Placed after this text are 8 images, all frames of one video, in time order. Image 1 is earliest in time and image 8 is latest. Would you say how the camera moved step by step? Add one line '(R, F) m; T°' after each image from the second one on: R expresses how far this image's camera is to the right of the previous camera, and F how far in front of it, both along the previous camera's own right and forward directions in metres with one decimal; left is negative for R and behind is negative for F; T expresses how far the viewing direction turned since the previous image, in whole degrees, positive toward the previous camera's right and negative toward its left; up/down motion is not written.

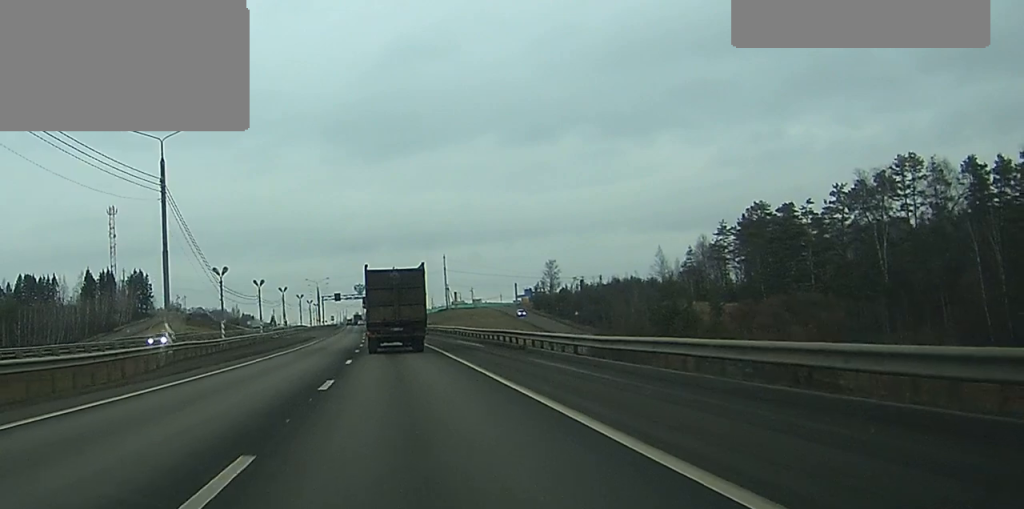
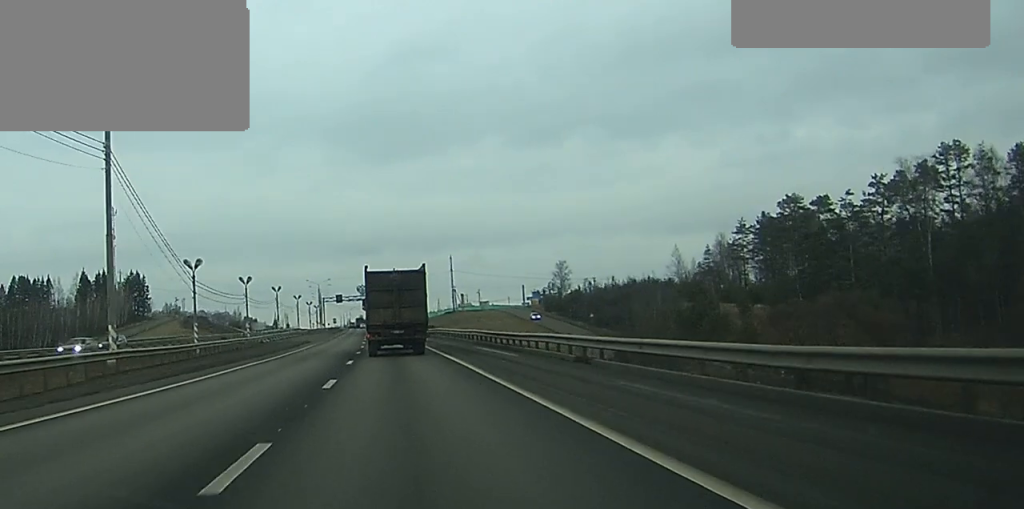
(-0.1, +11.0) m; 0°
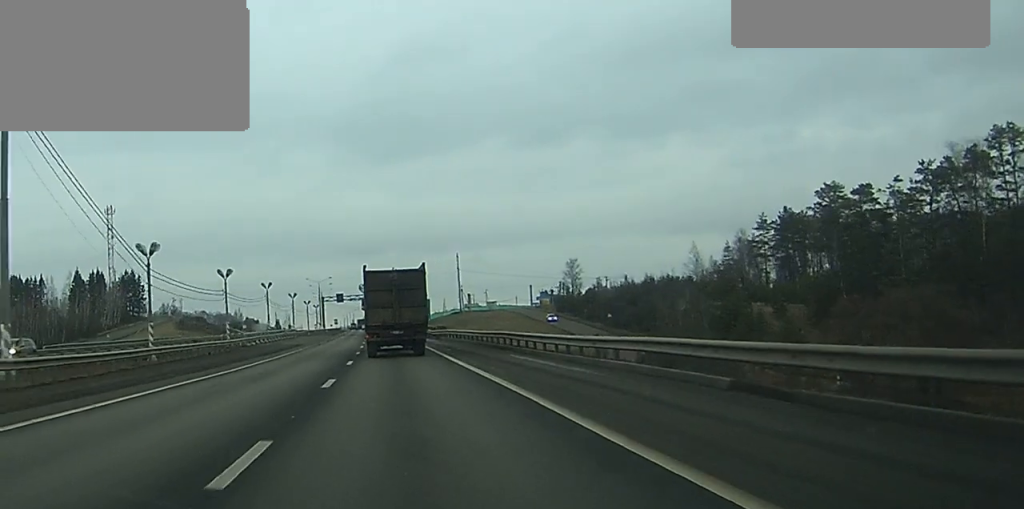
(0.0, +11.9) m; 0°
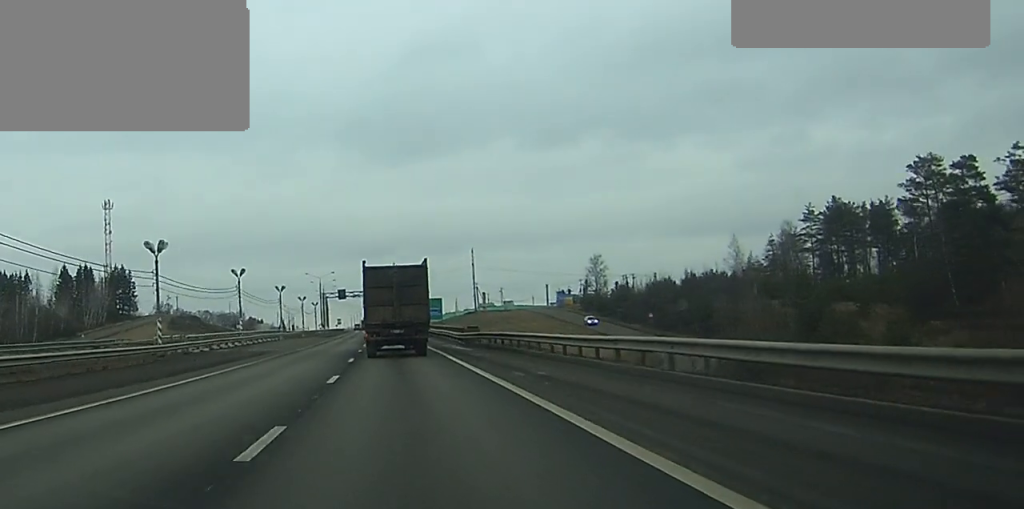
(-0.1, +22.6) m; -1°
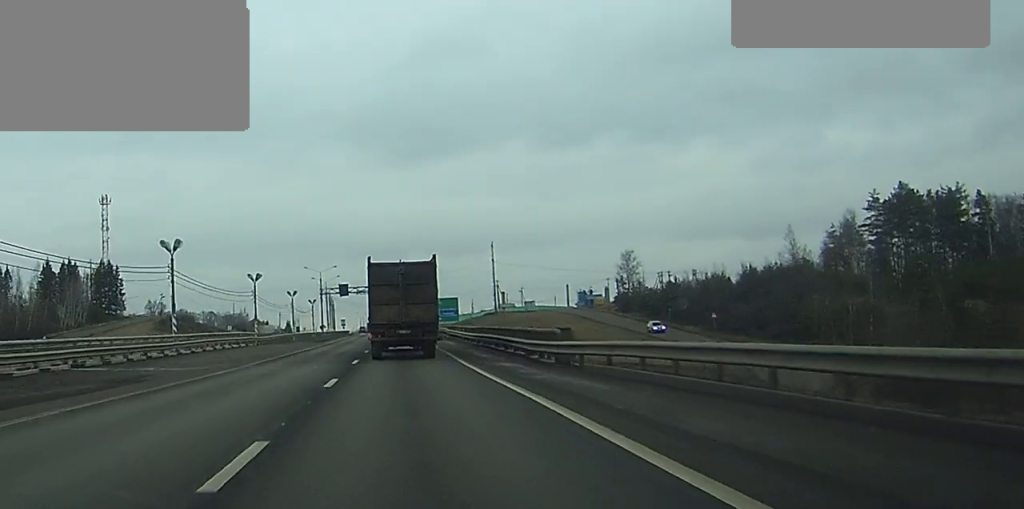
(-0.2, +25.6) m; -1°
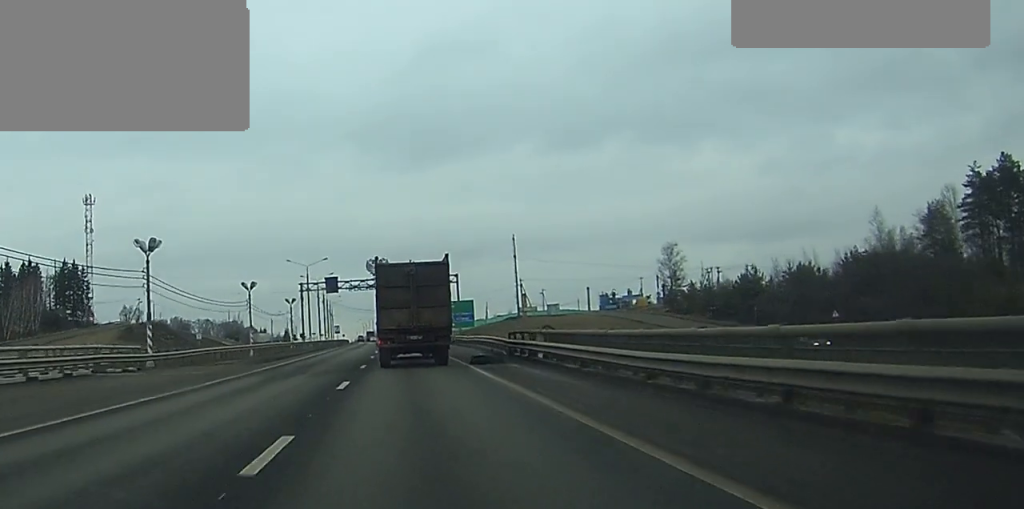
(-0.1, +34.7) m; 0°
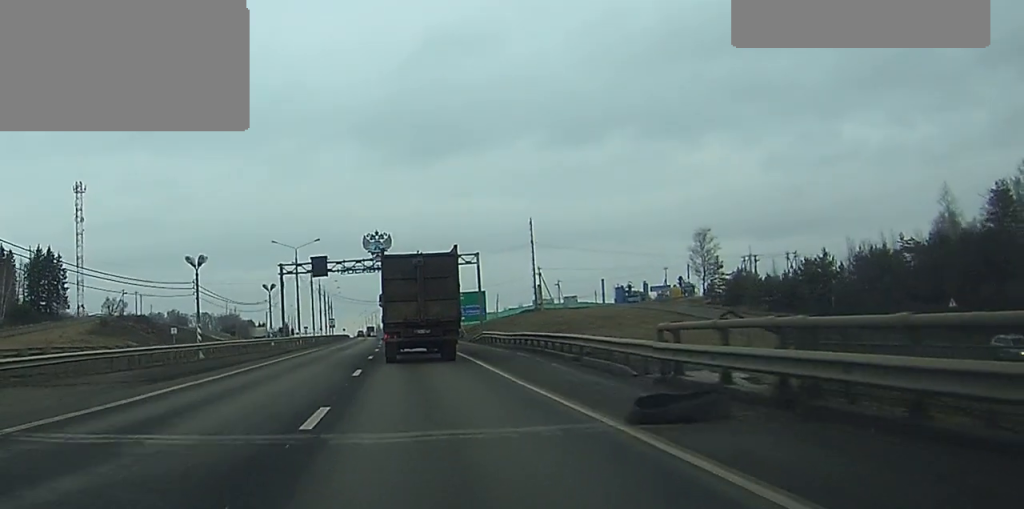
(-0.1, +20.6) m; 0°
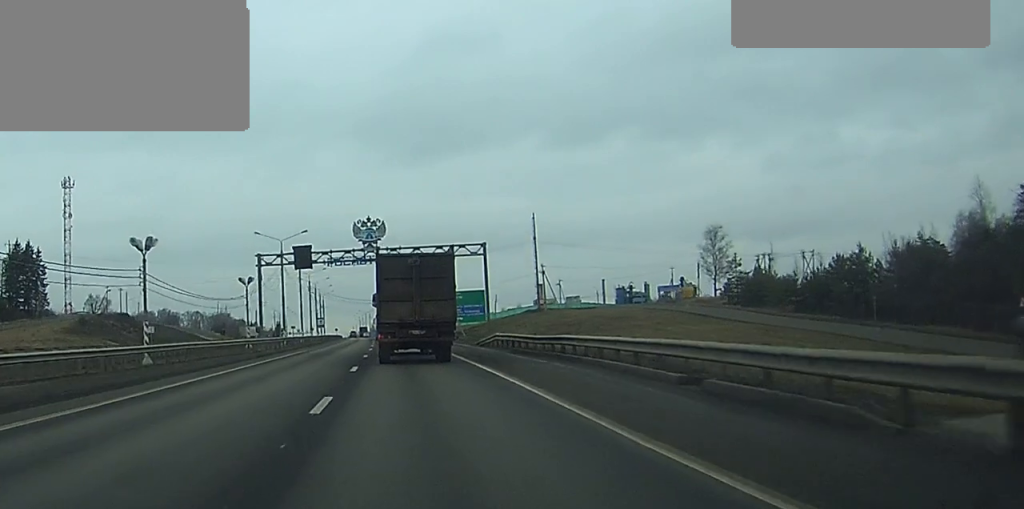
(0.0, +10.2) m; 0°
